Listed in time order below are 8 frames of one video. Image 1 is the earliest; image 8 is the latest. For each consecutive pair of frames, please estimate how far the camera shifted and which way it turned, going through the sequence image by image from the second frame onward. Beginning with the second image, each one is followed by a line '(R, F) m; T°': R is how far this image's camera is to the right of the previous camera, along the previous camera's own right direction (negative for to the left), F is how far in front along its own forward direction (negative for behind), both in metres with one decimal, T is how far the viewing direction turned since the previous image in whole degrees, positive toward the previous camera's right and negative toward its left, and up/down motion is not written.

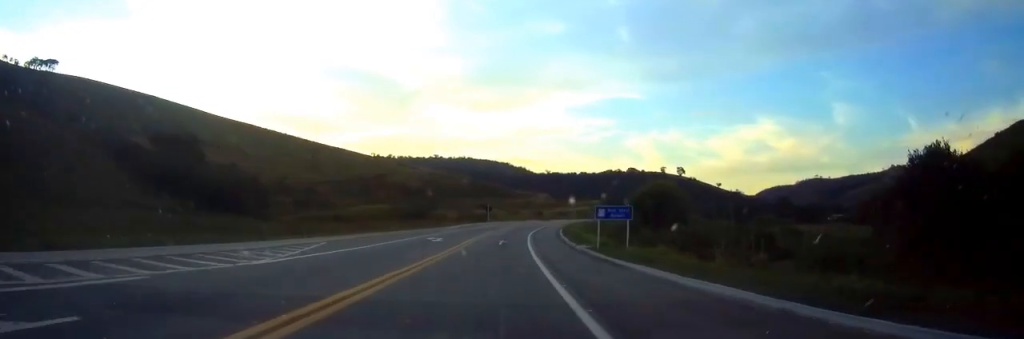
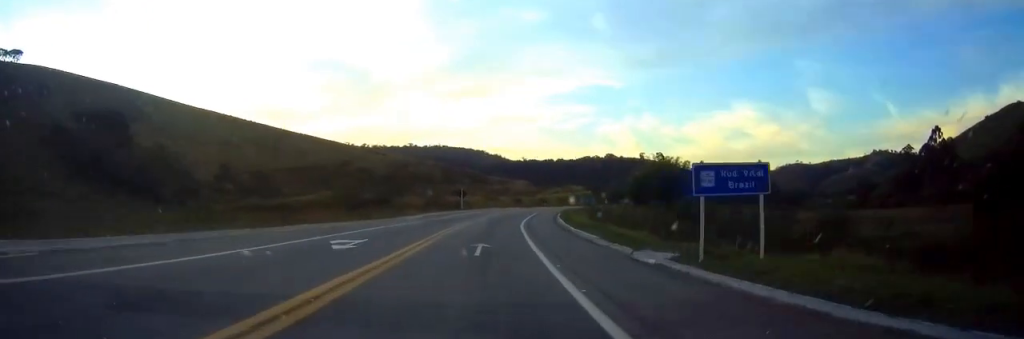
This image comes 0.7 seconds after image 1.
(+0.3, +20.2) m; +2°
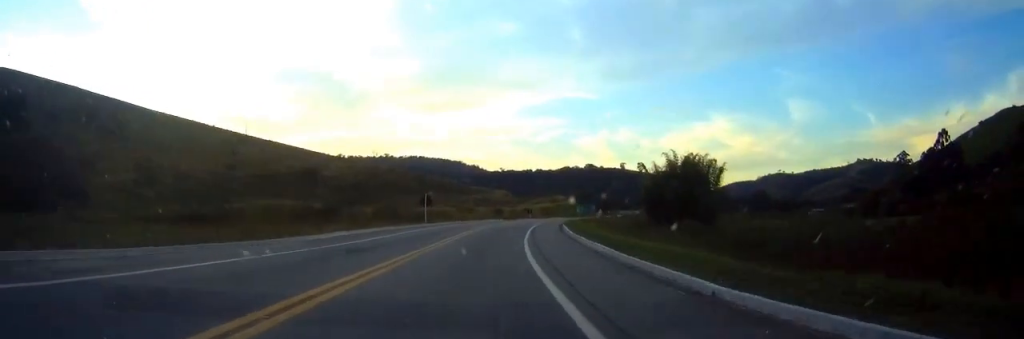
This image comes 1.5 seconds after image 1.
(+0.3, +25.2) m; +2°
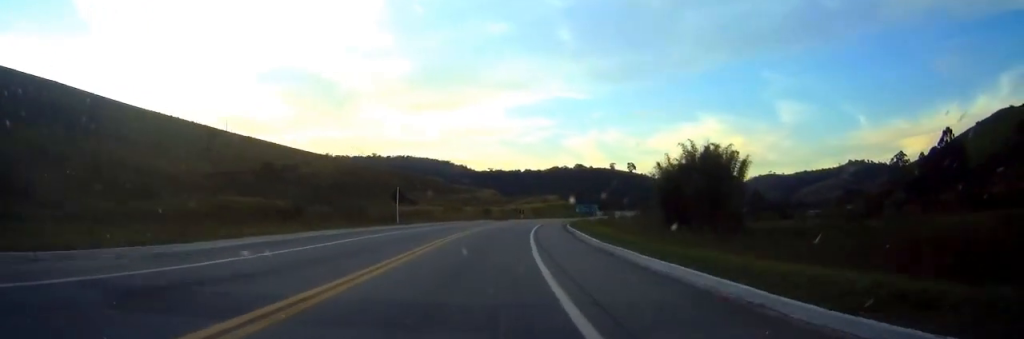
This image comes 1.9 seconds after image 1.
(+0.3, +13.1) m; +1°
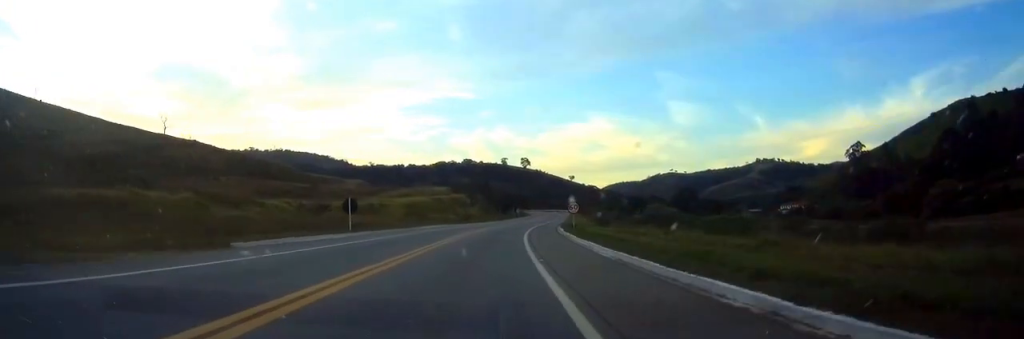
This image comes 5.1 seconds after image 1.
(+7.9, +95.2) m; +9°
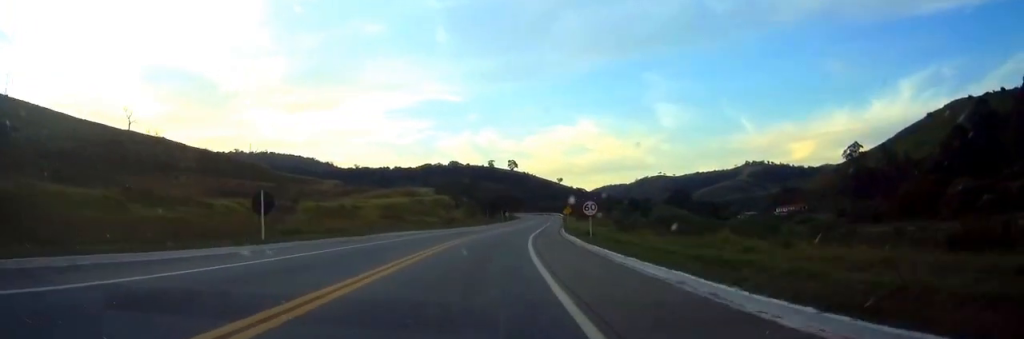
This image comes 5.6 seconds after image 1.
(+0.1, +15.0) m; +1°
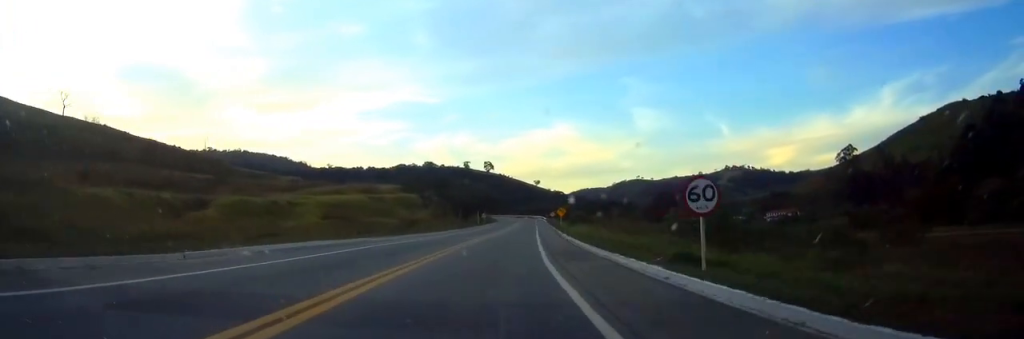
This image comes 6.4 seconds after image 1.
(+0.4, +24.2) m; +2°
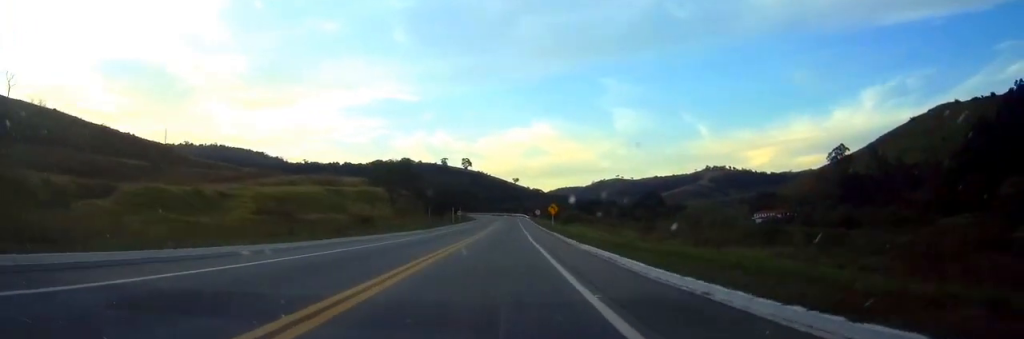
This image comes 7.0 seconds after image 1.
(+0.3, +17.3) m; +1°
